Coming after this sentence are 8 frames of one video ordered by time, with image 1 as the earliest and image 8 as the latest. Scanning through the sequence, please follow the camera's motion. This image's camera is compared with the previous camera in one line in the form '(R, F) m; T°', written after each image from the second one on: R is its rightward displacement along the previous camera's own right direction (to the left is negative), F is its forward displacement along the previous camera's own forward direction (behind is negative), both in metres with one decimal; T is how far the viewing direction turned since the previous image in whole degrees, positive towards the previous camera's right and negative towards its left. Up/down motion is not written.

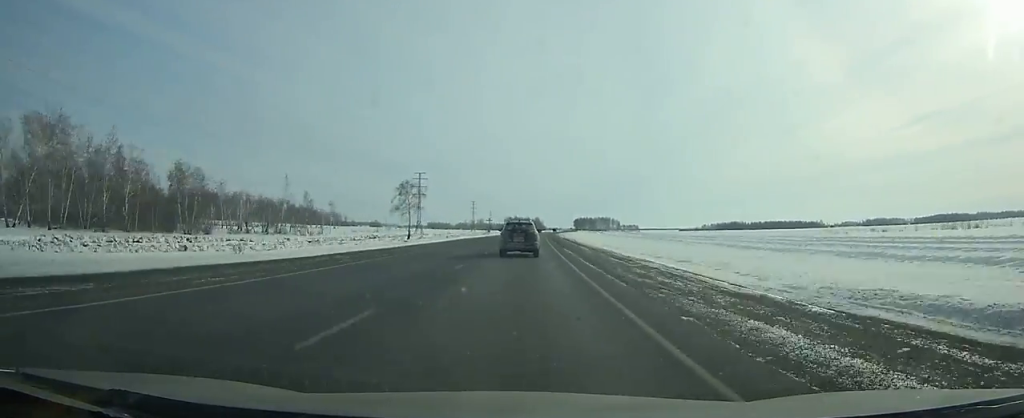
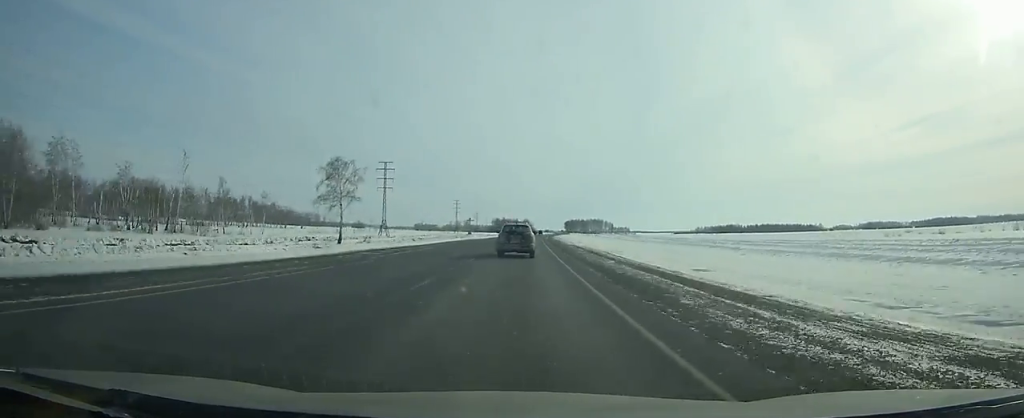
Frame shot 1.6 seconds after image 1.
(+0.4, +40.4) m; +1°
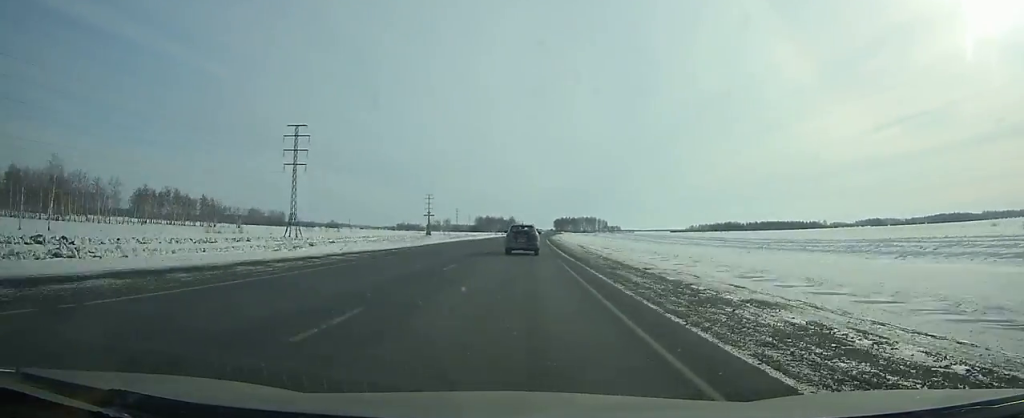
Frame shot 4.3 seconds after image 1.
(+0.7, +68.0) m; +1°
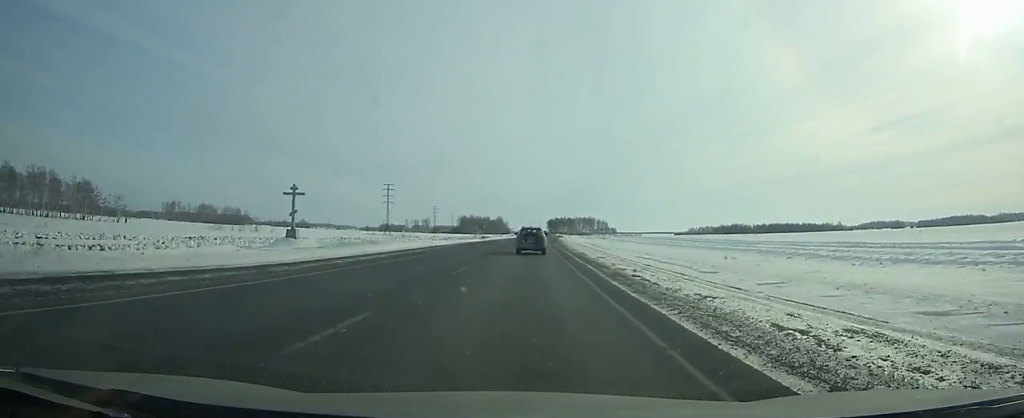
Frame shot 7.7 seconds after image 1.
(+1.1, +85.5) m; +1°
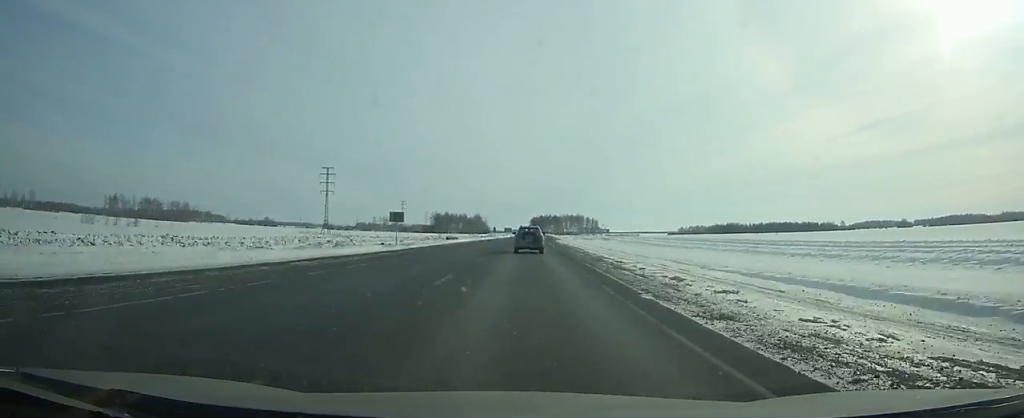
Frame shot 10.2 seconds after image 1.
(+0.6, +62.7) m; +1°
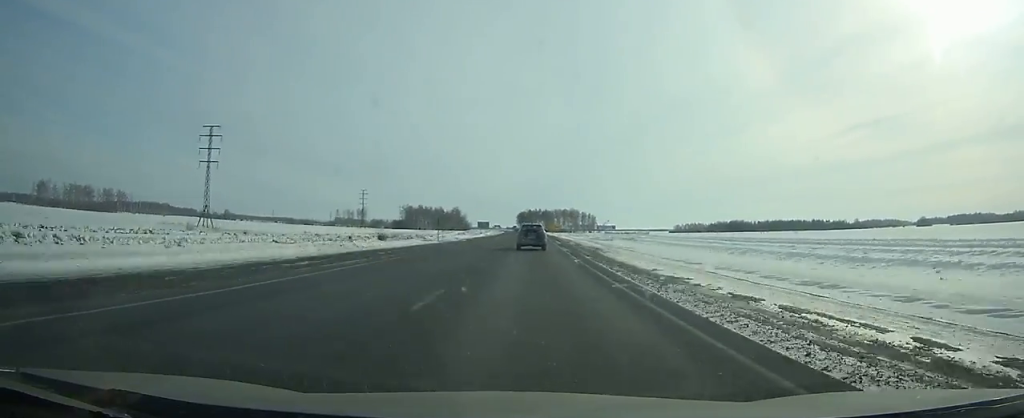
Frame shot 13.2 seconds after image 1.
(+0.9, +75.0) m; +1°
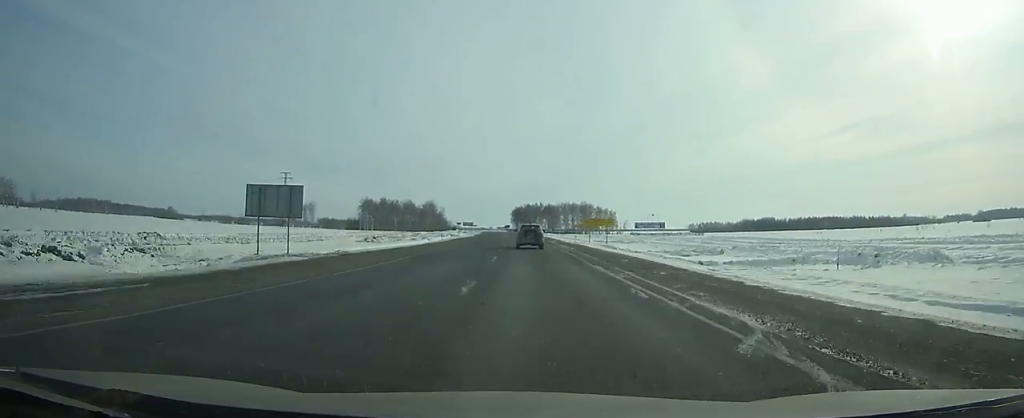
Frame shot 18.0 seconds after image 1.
(+1.6, +118.5) m; 0°
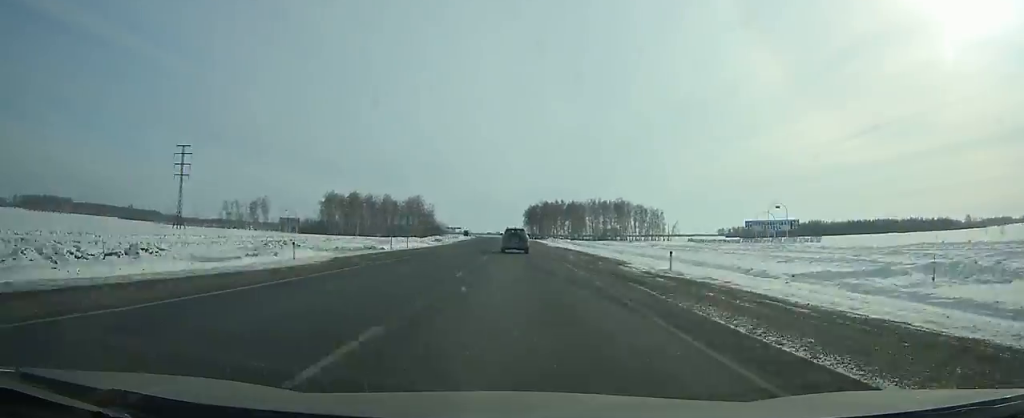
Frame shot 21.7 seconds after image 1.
(-1.3, +90.4) m; -2°
